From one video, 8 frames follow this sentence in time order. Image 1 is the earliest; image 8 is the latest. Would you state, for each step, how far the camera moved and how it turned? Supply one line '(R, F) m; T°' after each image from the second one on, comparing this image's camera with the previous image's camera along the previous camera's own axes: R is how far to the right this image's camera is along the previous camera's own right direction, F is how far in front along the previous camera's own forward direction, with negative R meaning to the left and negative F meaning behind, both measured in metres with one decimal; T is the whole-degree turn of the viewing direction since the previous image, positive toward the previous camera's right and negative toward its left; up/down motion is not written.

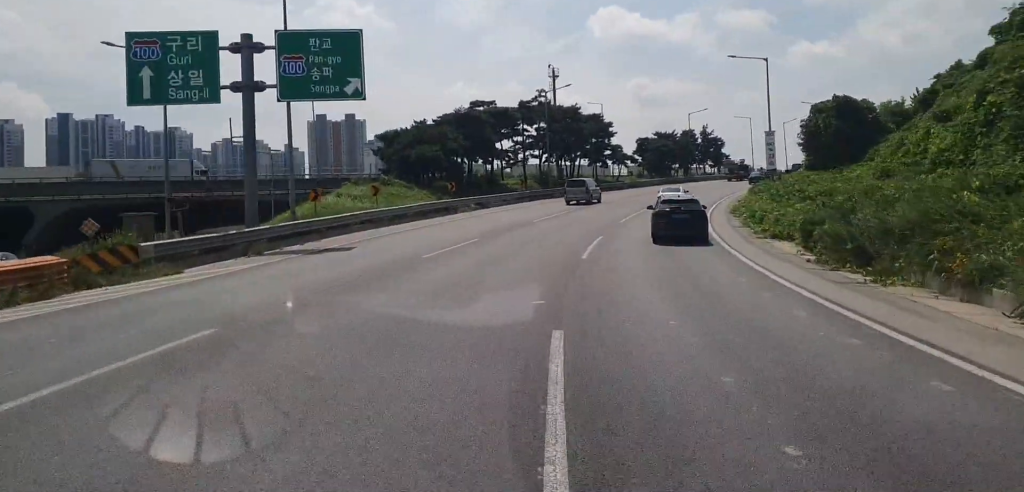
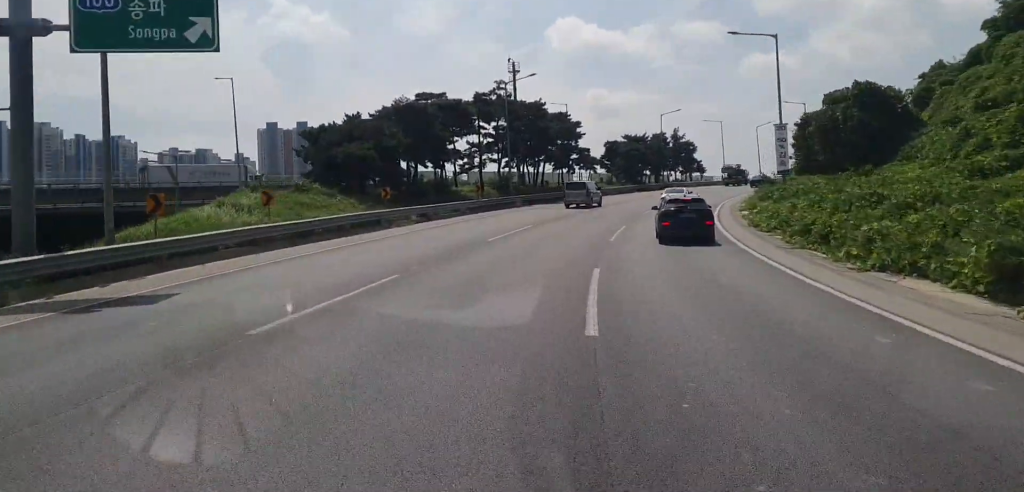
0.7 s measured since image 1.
(+0.5, +11.3) m; +4°
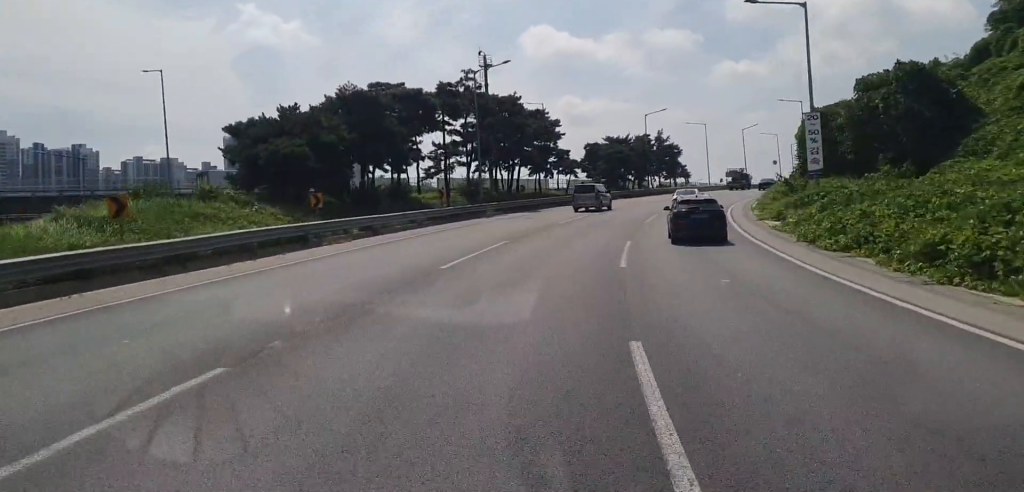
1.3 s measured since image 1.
(+0.2, +9.2) m; +4°
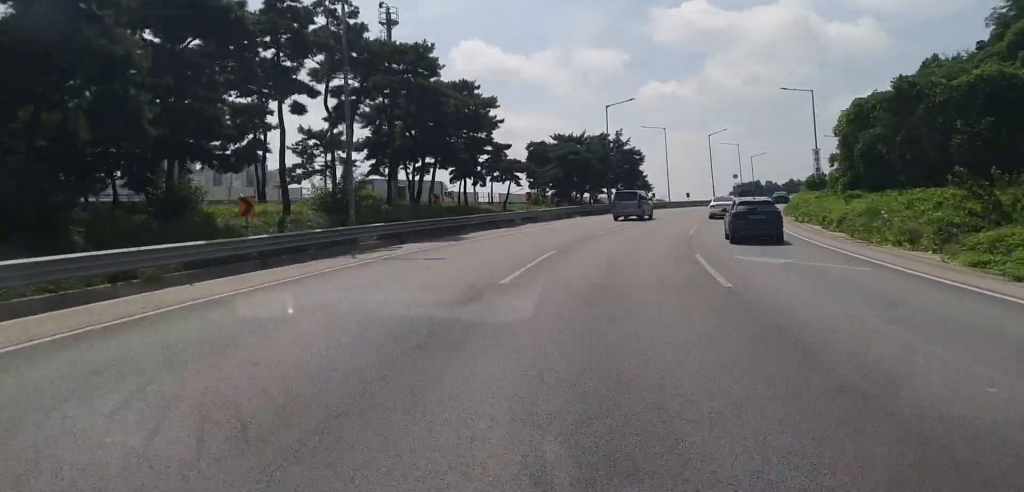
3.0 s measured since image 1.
(+1.4, +25.2) m; +5°
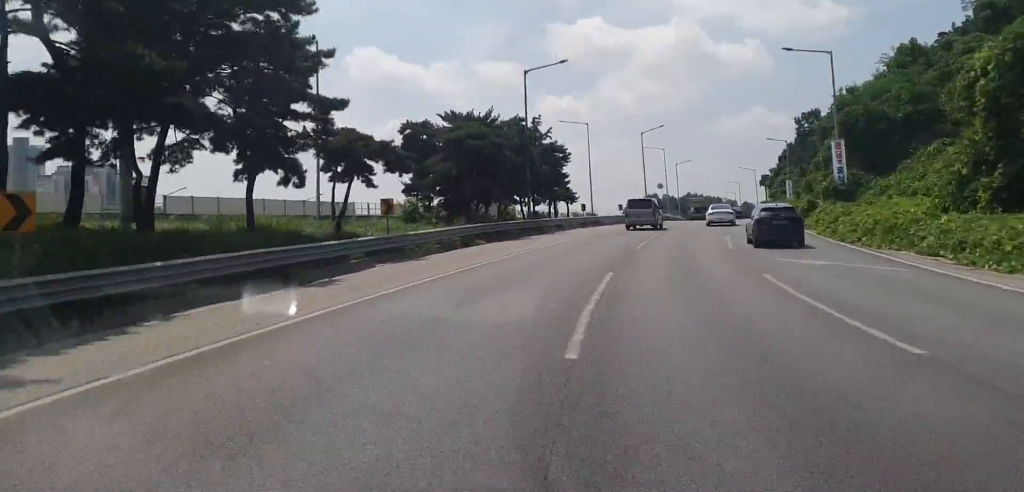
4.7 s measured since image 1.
(+1.5, +26.0) m; +8°
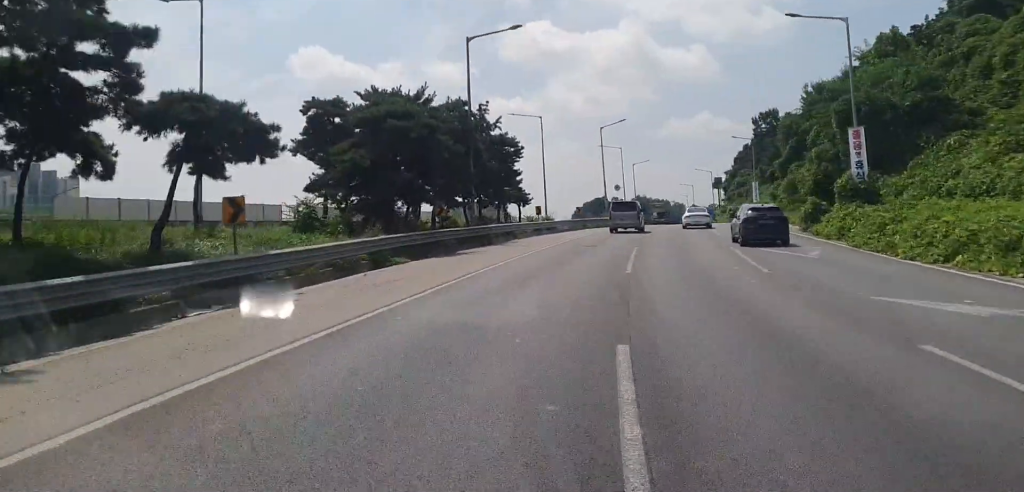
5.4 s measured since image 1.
(+0.3, +10.0) m; +4°
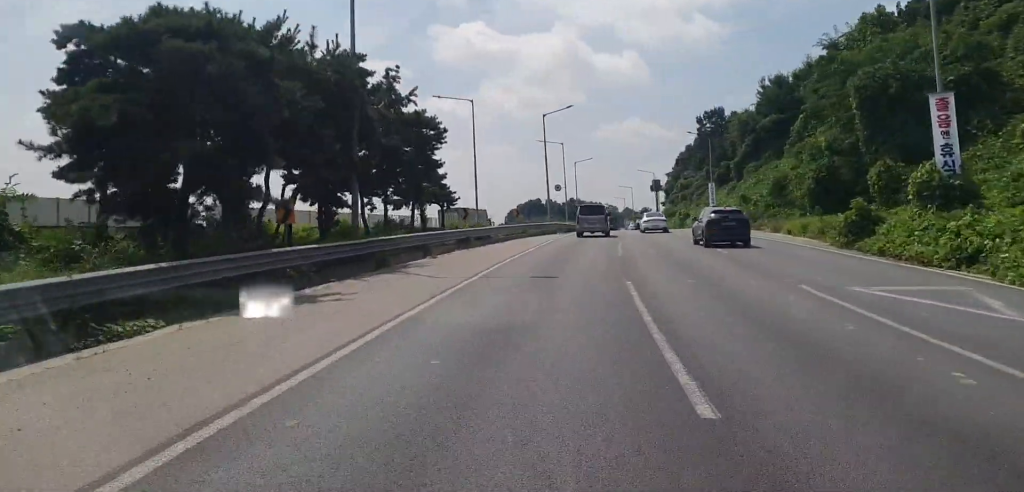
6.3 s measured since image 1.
(+0.5, +13.6) m; +5°
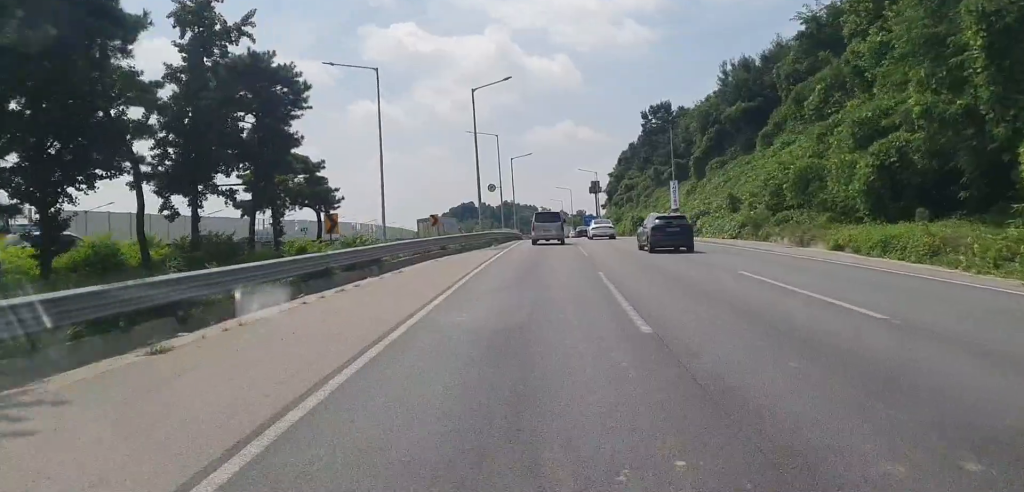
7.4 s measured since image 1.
(+0.7, +16.1) m; +4°
